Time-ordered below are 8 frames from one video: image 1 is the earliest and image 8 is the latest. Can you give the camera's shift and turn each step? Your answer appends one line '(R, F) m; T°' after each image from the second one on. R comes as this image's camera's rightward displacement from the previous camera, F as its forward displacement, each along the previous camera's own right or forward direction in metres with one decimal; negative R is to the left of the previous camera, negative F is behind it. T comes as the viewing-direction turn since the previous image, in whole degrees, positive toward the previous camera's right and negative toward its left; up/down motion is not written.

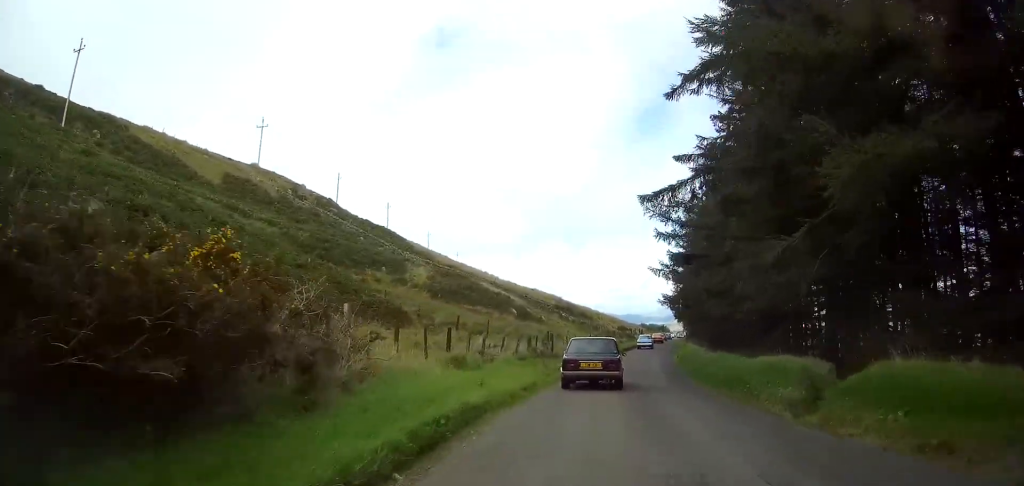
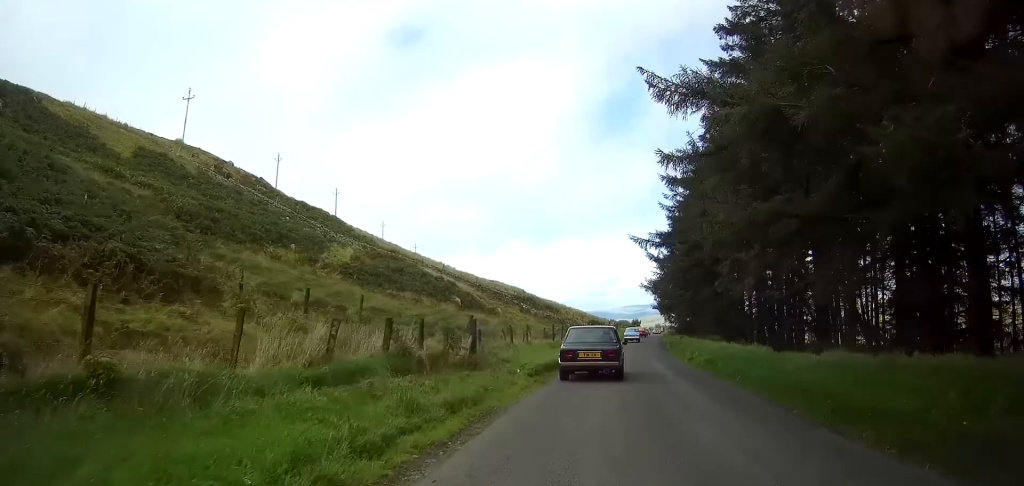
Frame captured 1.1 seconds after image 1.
(+0.3, +14.7) m; +2°
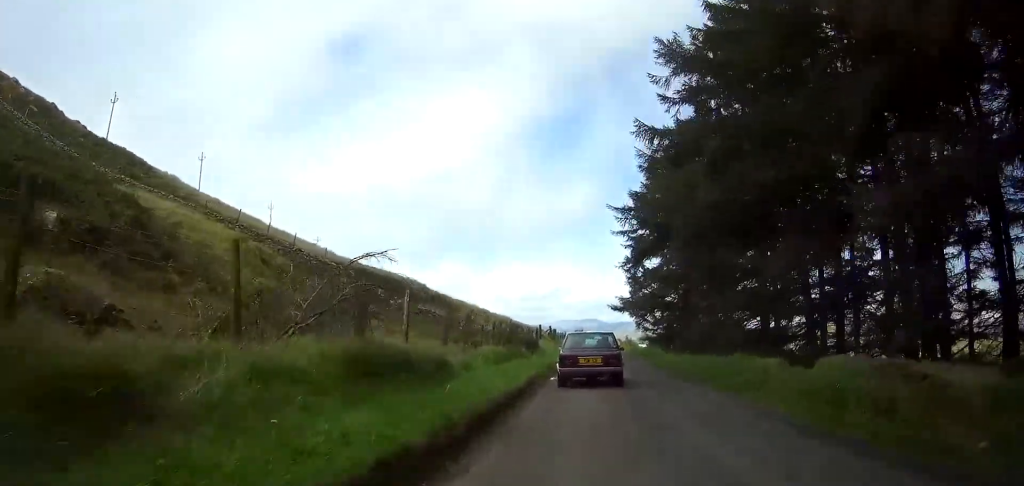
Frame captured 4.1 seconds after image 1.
(+1.7, +39.2) m; +5°
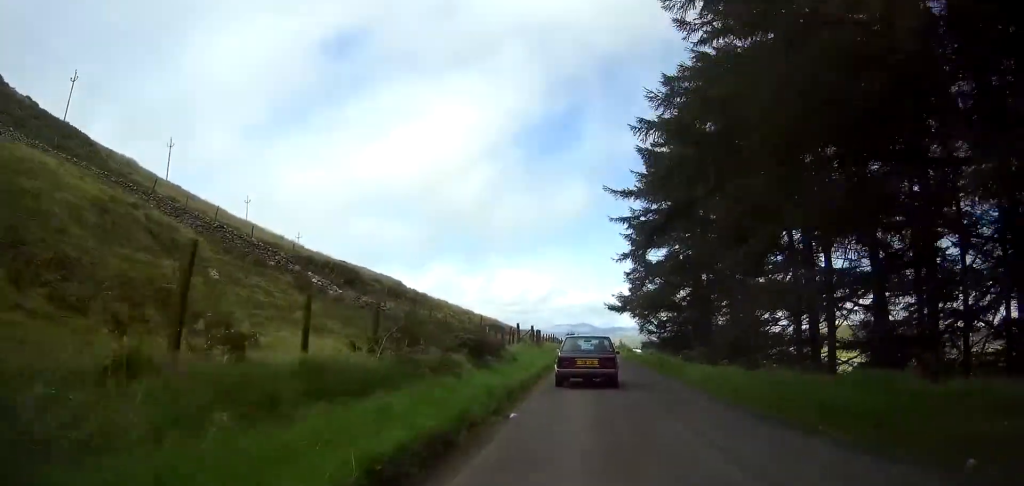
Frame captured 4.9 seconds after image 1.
(+0.1, +10.1) m; +1°
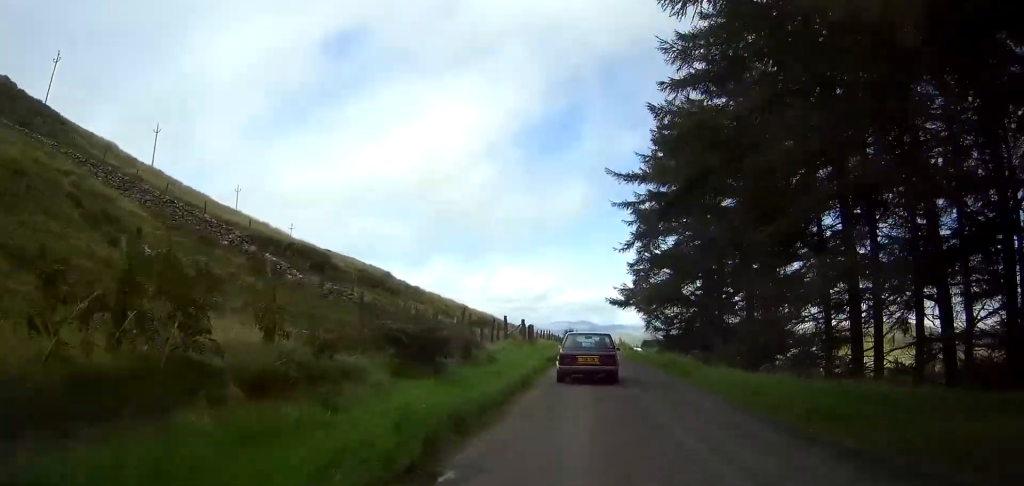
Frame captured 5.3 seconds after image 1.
(0.0, +5.2) m; 0°
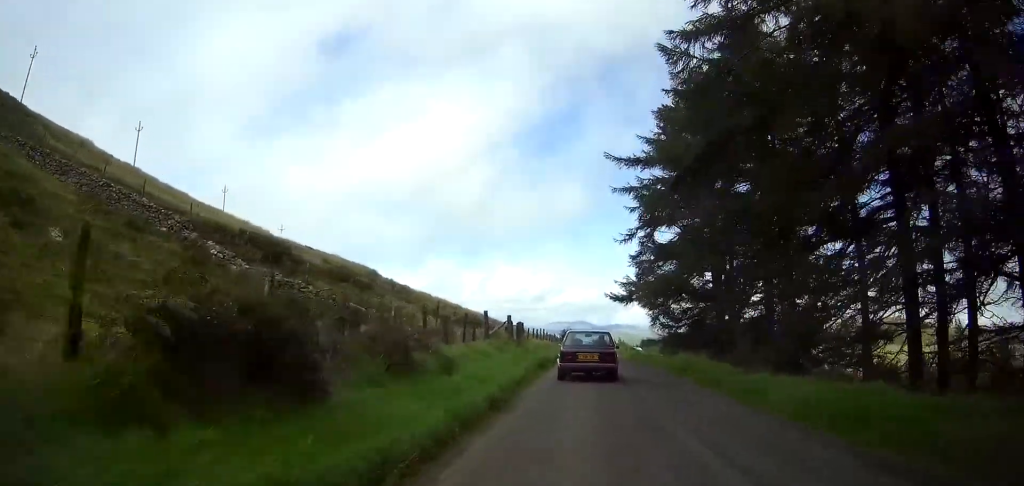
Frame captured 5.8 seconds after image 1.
(0.0, +5.2) m; 0°
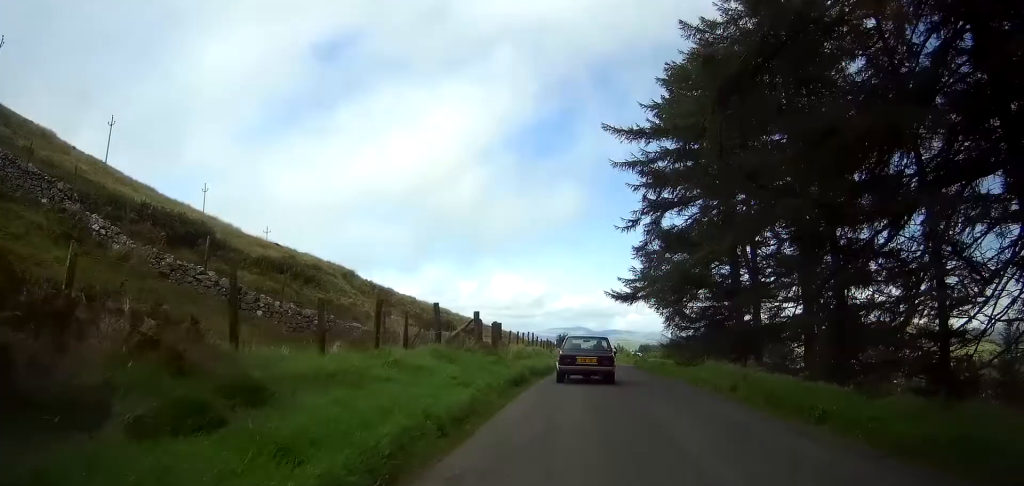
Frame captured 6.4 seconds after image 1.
(0.0, +7.6) m; 0°
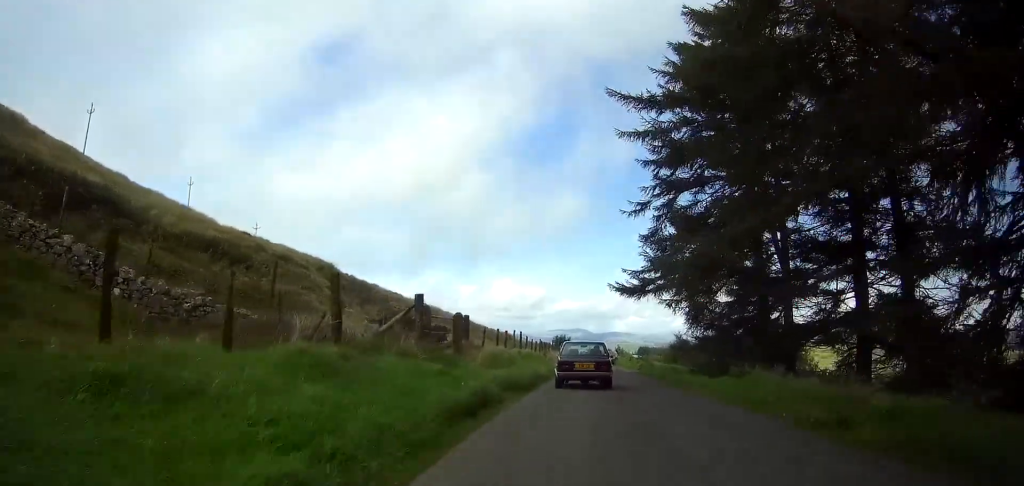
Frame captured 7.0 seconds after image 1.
(+0.1, +6.8) m; 0°
